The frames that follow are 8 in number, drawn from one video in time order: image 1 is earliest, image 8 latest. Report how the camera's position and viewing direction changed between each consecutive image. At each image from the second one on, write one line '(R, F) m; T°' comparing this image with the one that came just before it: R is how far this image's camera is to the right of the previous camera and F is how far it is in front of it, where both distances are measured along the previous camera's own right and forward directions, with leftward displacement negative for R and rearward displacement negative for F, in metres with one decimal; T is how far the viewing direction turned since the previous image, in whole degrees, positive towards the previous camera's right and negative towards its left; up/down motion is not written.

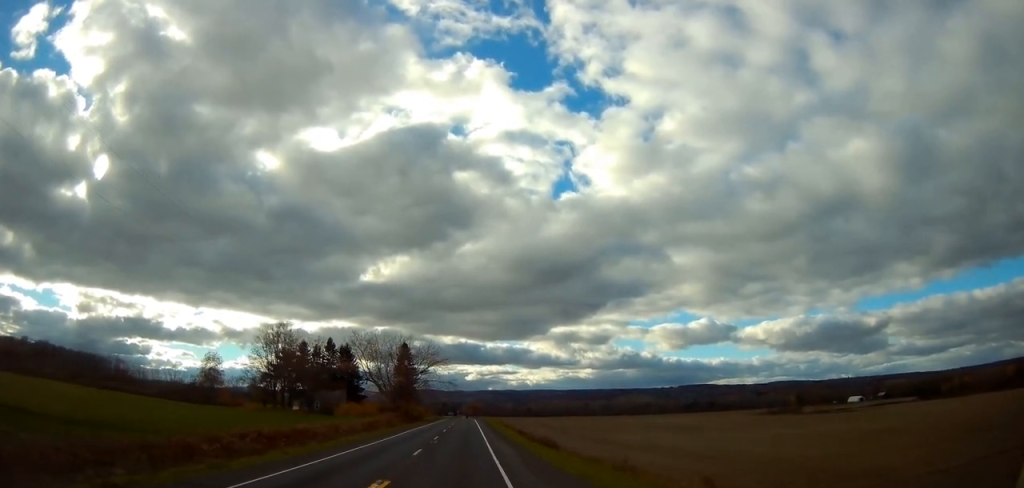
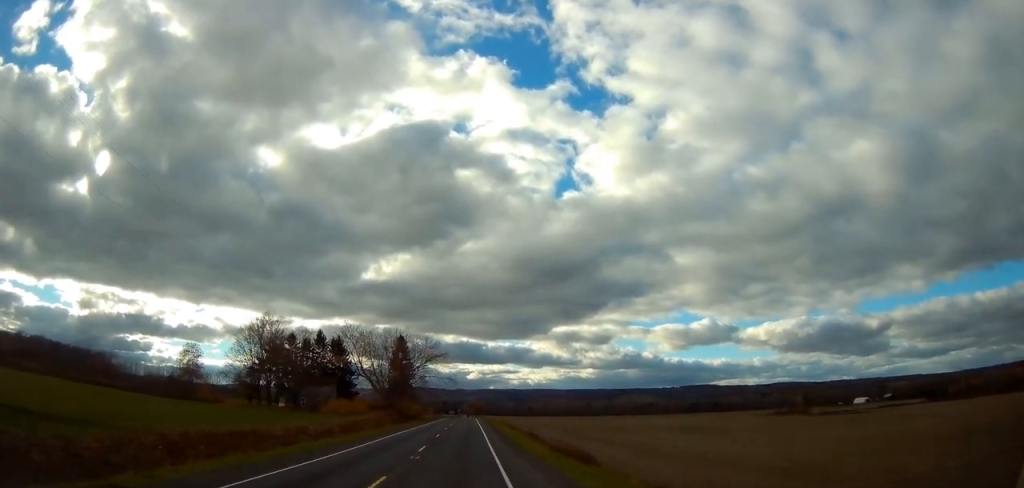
(0.0, +10.5) m; 0°
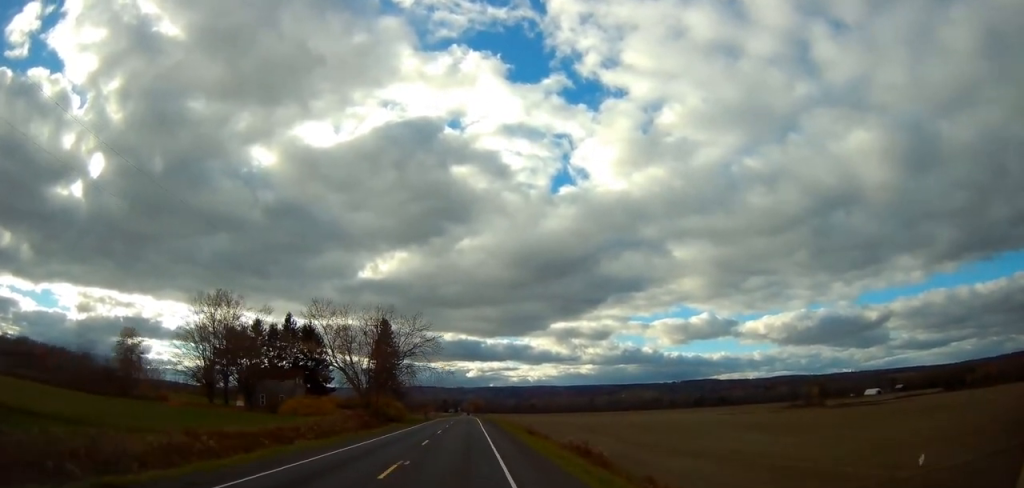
(0.0, +21.2) m; -1°
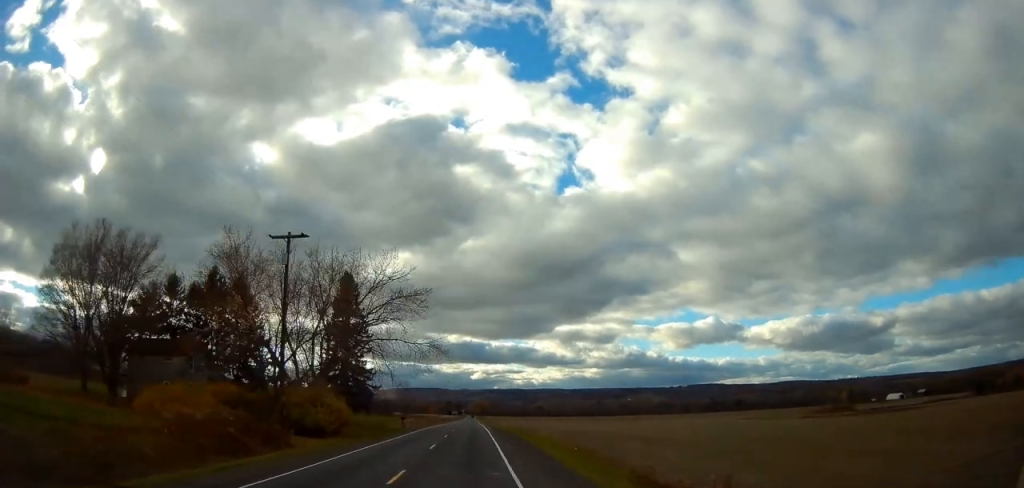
(-0.5, +36.8) m; -1°
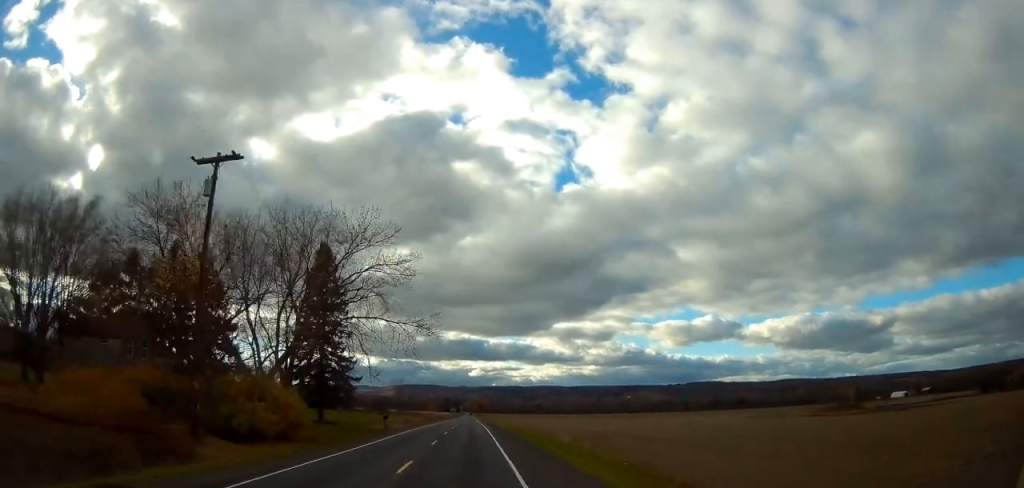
(-0.1, +12.1) m; 0°
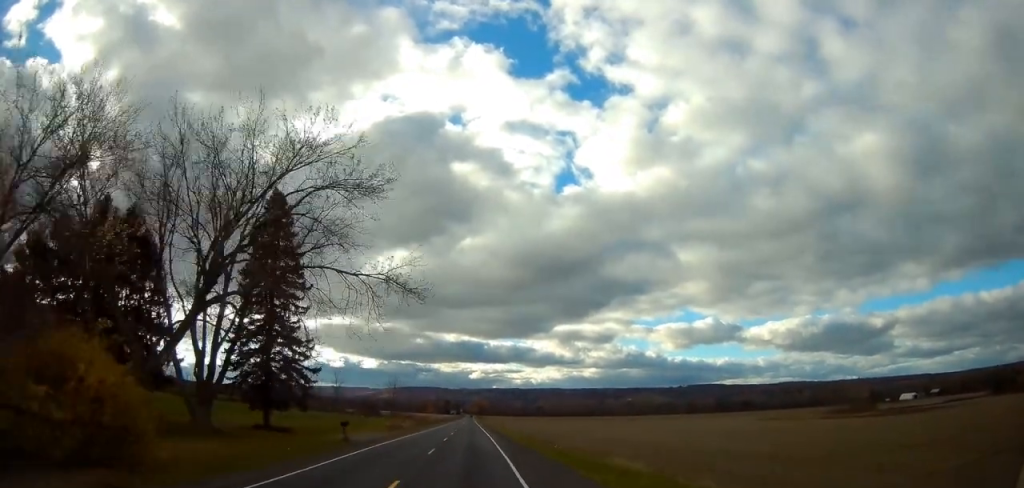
(+0.2, +17.1) m; 0°
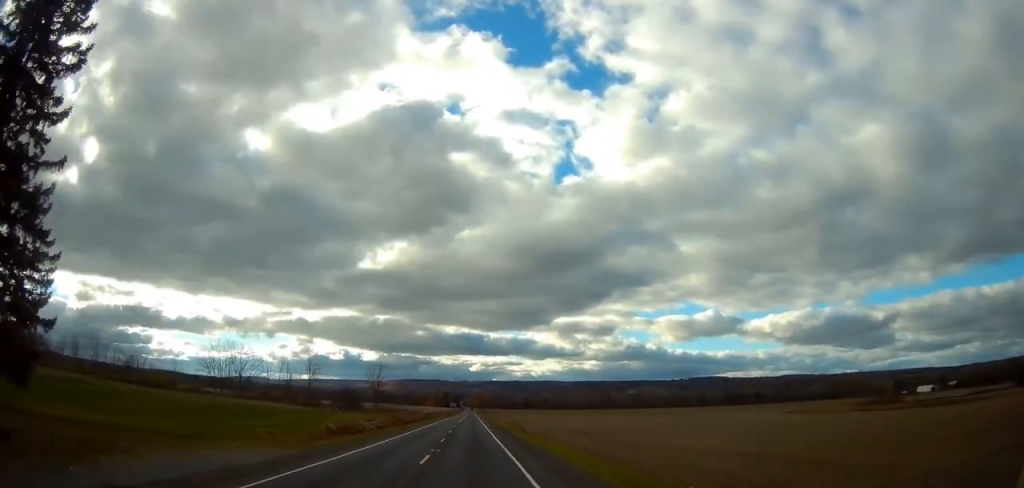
(-0.1, +31.9) m; 0°
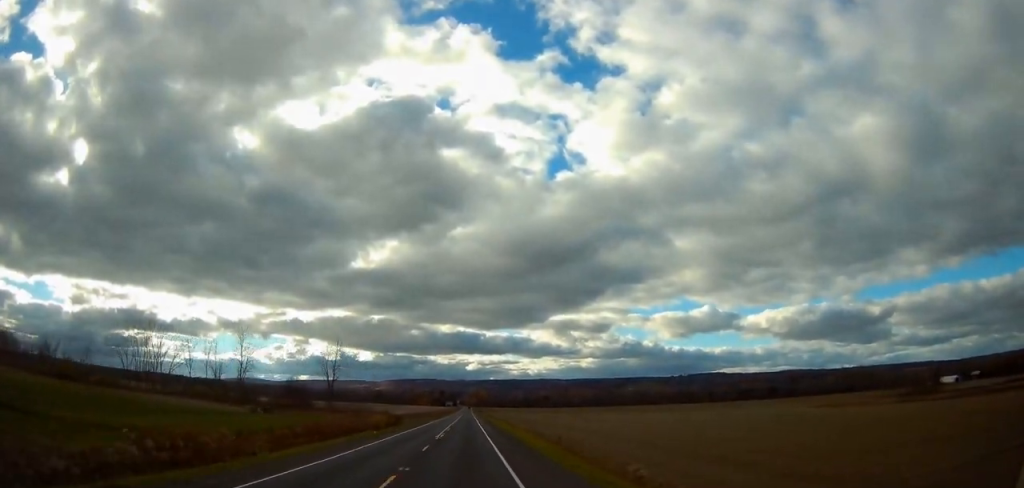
(+0.2, +44.4) m; 0°
